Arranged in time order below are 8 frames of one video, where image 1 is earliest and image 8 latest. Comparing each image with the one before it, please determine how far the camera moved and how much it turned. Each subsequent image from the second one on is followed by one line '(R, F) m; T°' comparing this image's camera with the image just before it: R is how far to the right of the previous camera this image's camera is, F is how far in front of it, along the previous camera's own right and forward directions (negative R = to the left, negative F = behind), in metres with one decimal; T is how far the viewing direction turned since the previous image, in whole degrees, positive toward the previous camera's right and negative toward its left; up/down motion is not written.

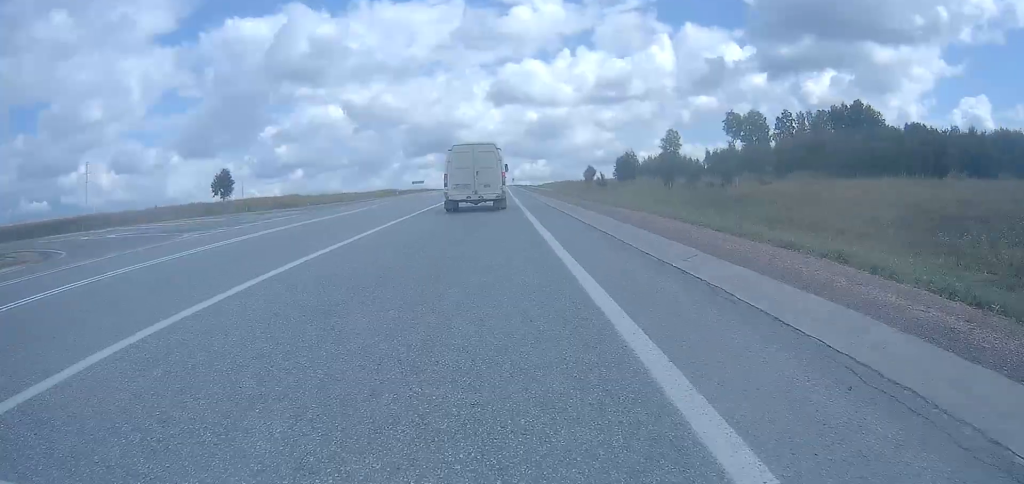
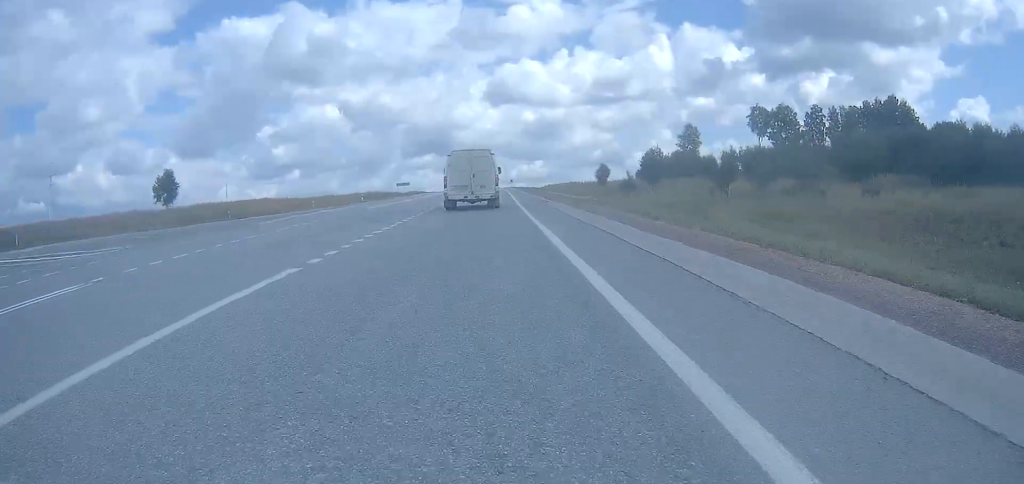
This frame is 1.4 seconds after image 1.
(-0.1, +20.4) m; -1°
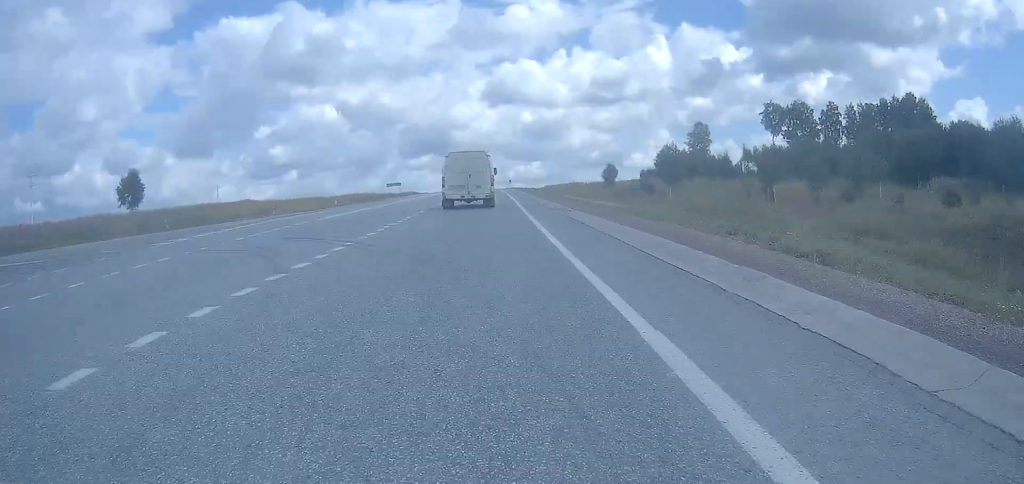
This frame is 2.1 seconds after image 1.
(0.0, +9.6) m; 0°
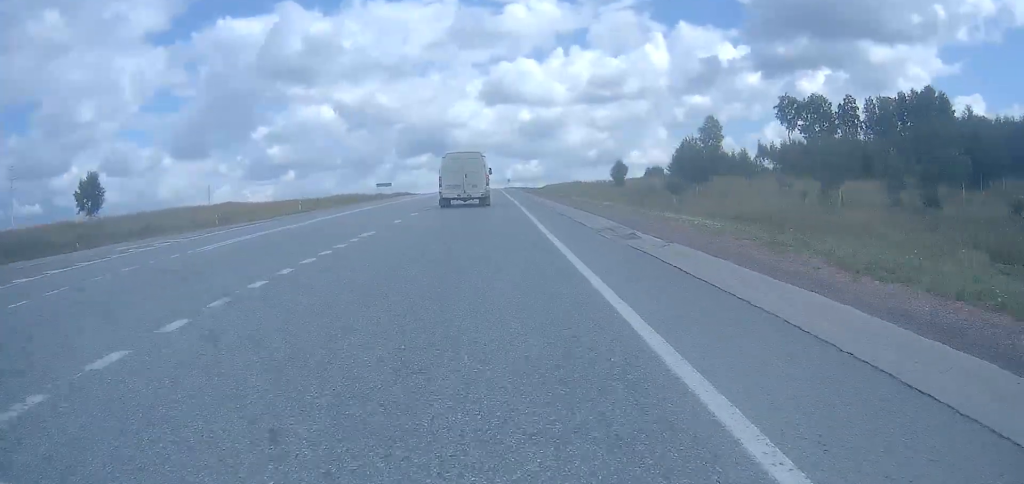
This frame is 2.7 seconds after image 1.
(+0.1, +9.6) m; 0°
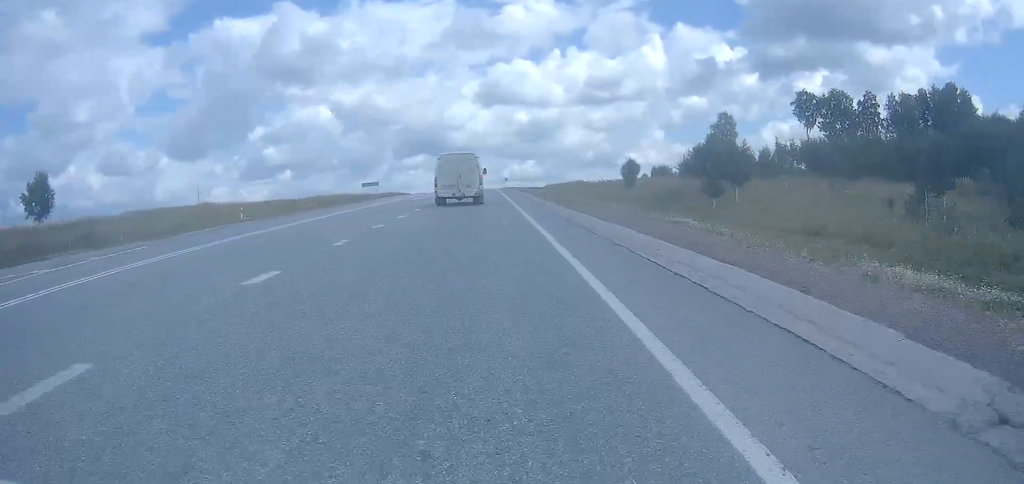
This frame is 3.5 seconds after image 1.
(-0.1, +10.5) m; 0°
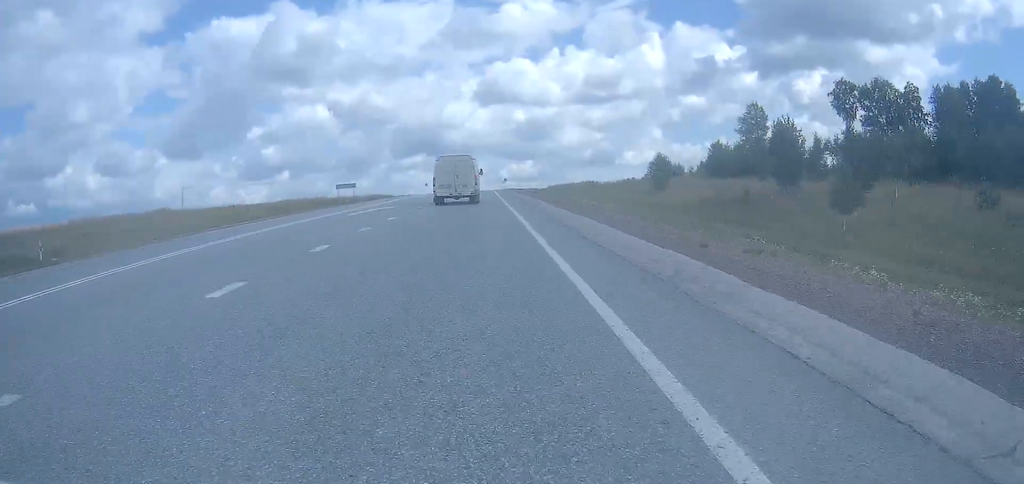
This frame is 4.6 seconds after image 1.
(+0.1, +16.7) m; -1°
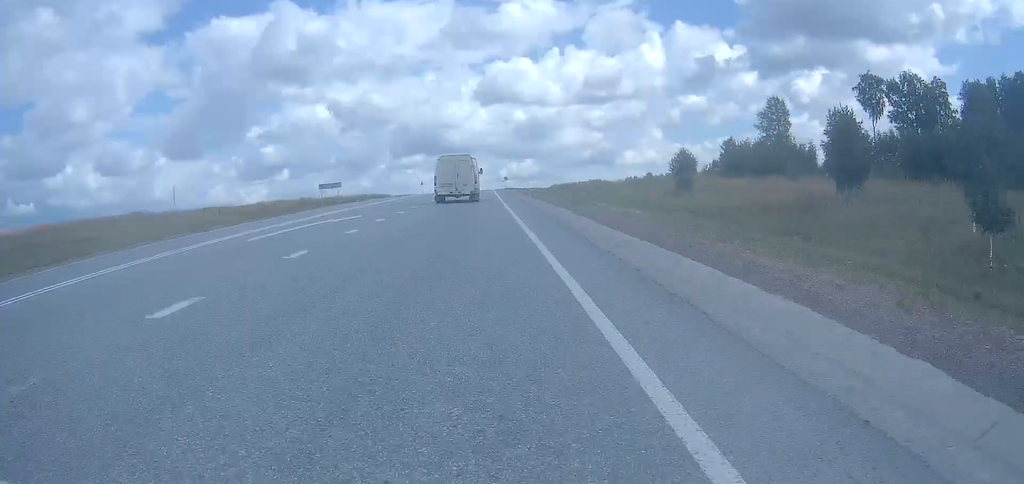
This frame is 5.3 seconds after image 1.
(-0.1, +9.0) m; -1°
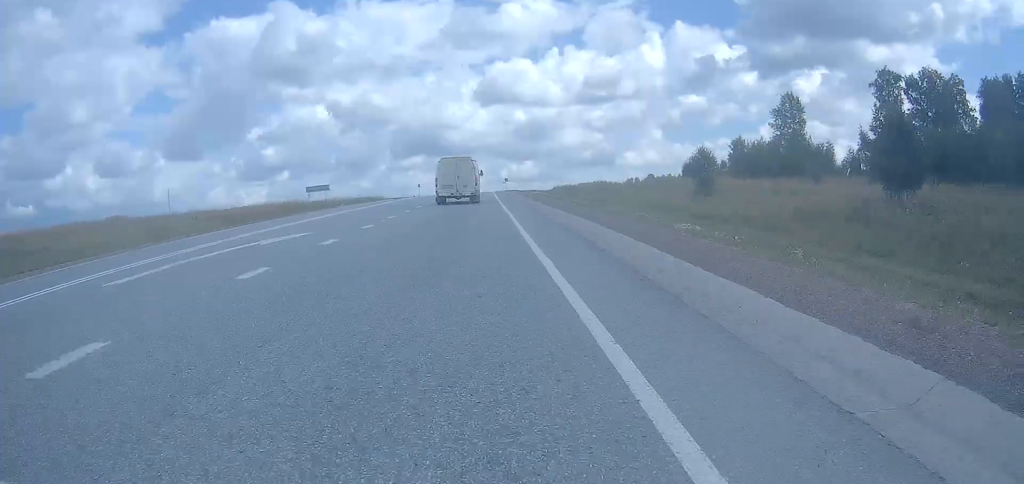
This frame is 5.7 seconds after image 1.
(-0.1, +5.7) m; 0°
